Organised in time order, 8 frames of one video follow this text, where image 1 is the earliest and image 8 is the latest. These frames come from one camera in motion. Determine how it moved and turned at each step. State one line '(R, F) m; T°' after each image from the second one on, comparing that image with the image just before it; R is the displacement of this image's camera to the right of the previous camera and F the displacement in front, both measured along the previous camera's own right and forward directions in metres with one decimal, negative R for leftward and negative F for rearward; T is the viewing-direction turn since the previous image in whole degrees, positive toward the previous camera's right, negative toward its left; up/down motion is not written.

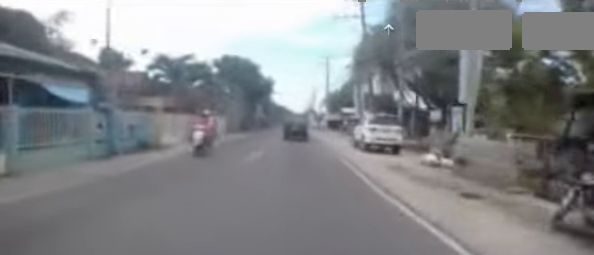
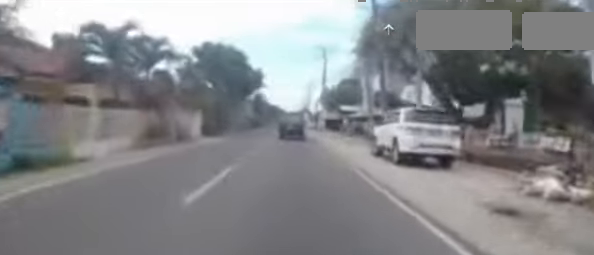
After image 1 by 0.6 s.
(+0.2, +5.8) m; 0°
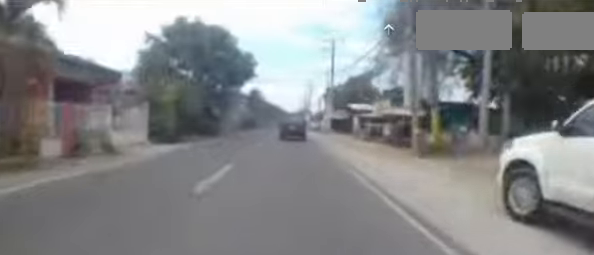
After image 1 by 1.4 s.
(0.0, +8.2) m; 0°
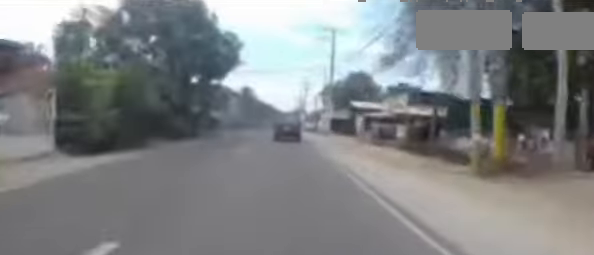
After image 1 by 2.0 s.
(-0.2, +5.3) m; 0°
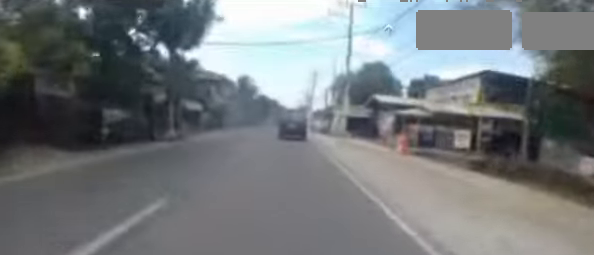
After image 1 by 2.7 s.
(+0.2, +7.5) m; +1°
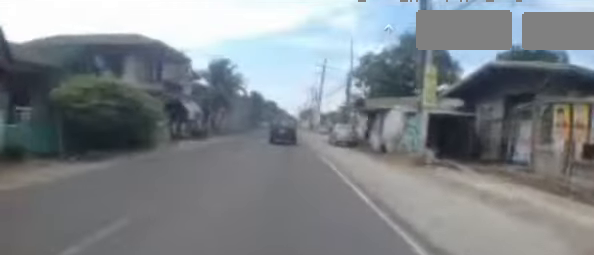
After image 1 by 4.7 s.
(-0.3, +17.8) m; 0°
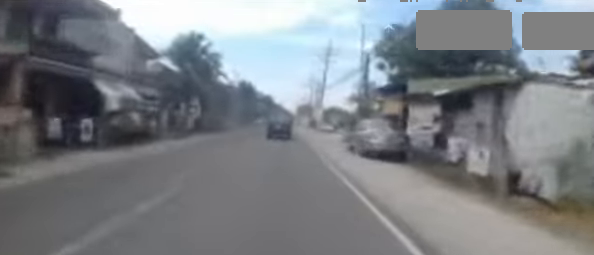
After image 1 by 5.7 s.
(+0.3, +9.1) m; +2°
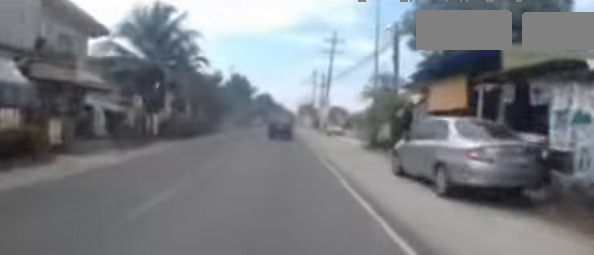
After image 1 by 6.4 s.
(+0.1, +6.6) m; -1°
